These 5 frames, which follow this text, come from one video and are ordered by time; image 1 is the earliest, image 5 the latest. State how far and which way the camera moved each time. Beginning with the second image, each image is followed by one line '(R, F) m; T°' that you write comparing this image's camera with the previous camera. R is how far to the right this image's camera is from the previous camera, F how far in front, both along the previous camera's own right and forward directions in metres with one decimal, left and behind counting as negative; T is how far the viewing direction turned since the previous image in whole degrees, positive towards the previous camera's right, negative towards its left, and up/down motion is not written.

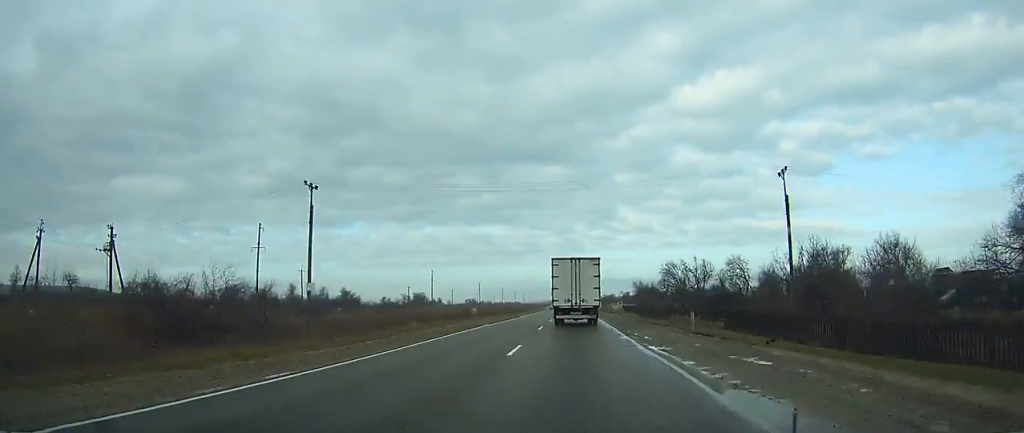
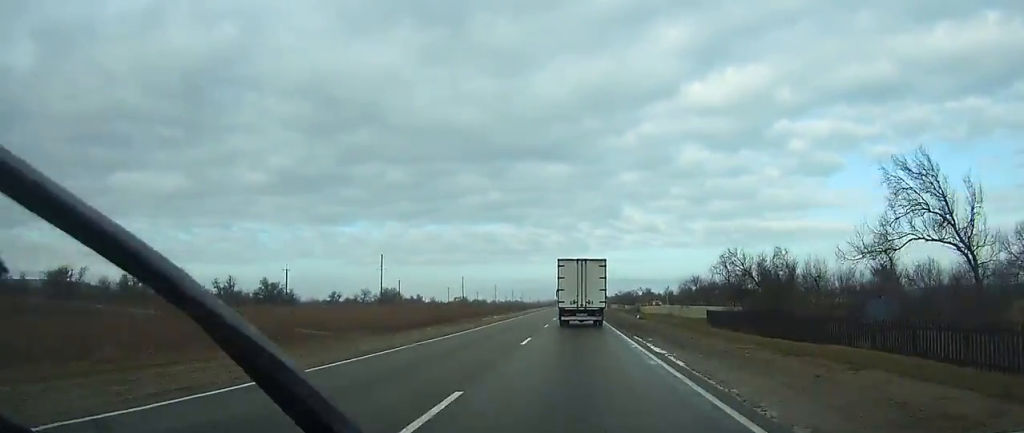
(+0.1, +80.7) m; 0°
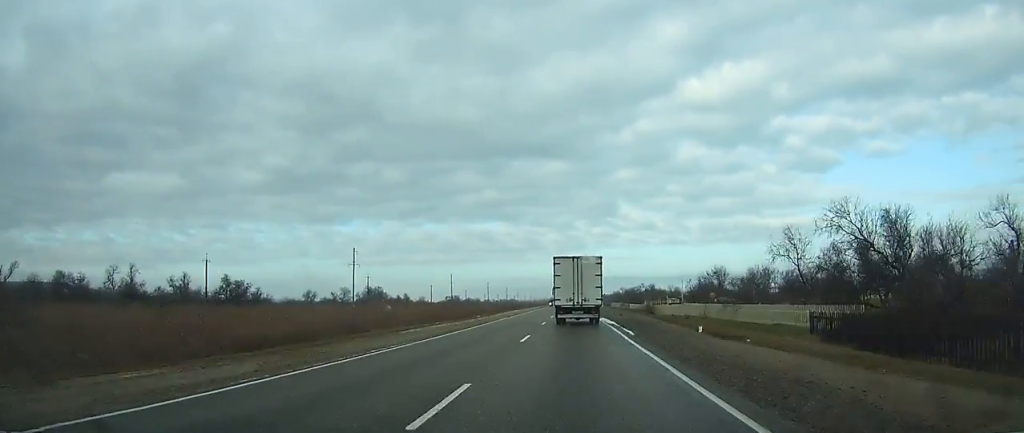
(0.0, +23.4) m; 0°
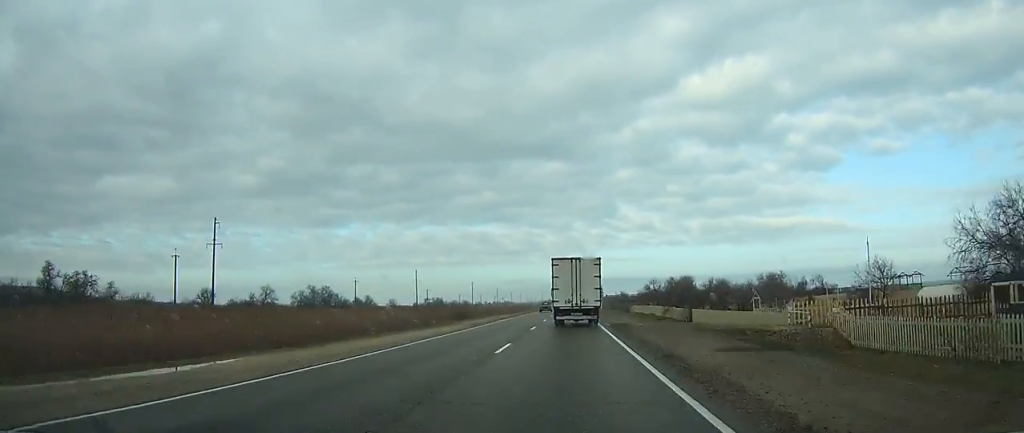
(-0.2, +75.6) m; 0°
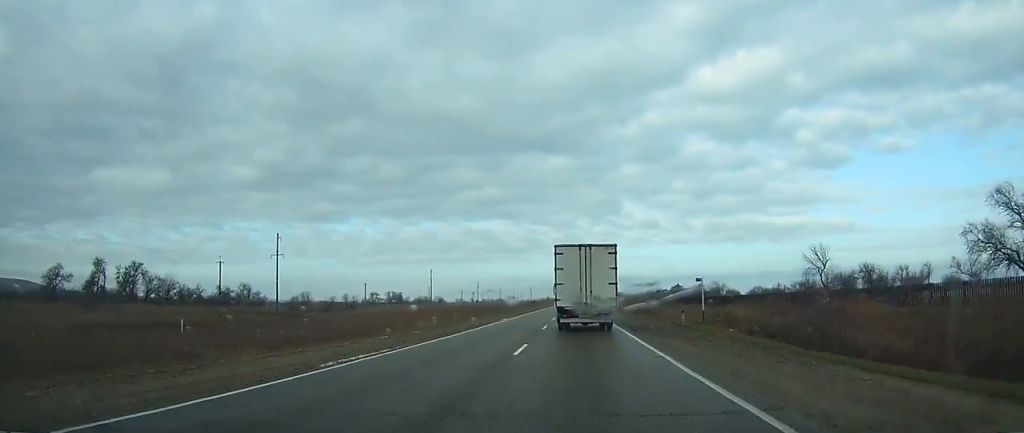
(-0.6, +132.5) m; 0°
